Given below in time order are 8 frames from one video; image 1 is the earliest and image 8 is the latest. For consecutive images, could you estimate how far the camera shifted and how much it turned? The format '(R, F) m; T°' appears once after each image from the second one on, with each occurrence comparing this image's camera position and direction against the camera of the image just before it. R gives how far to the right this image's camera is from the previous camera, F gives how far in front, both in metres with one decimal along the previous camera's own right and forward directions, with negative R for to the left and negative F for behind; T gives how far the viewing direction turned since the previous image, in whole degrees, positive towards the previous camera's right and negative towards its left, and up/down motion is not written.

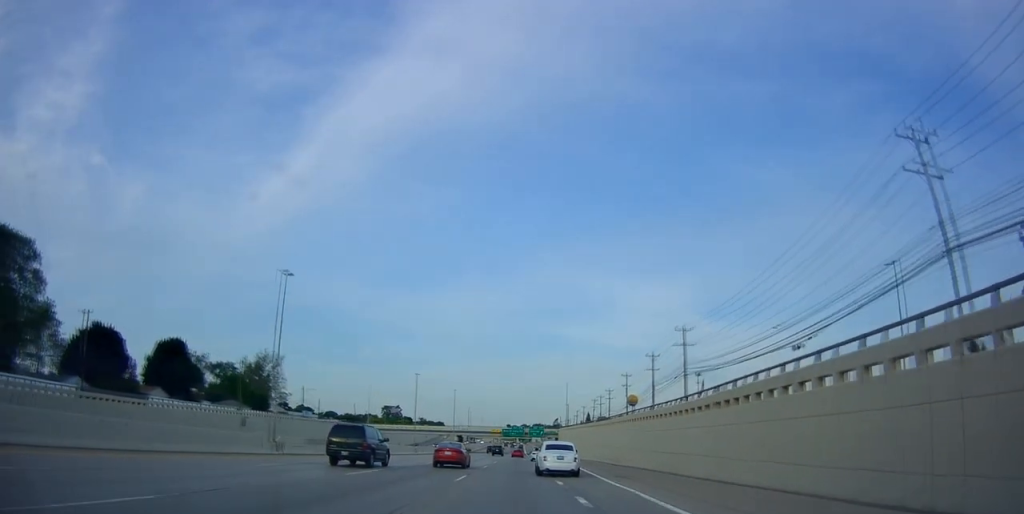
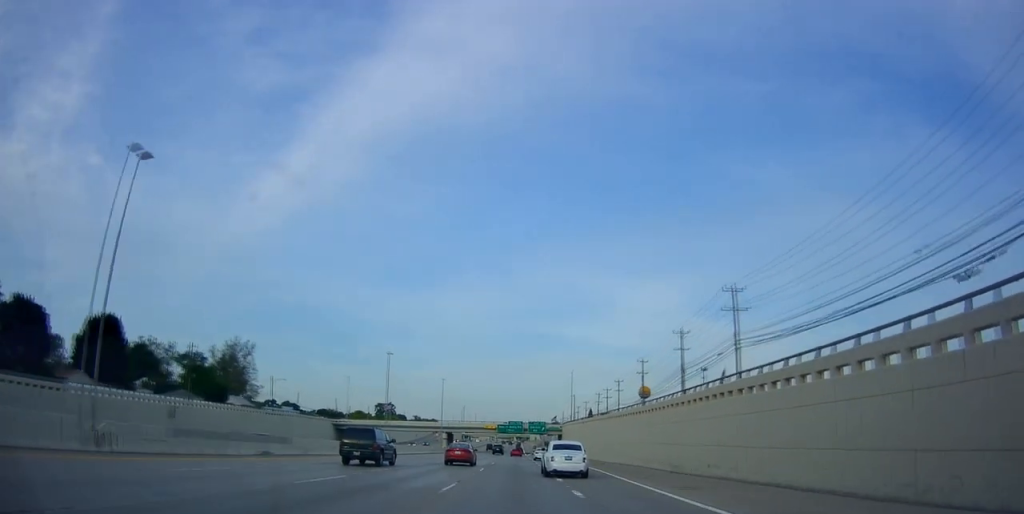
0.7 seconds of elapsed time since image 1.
(+0.2, +19.8) m; 0°
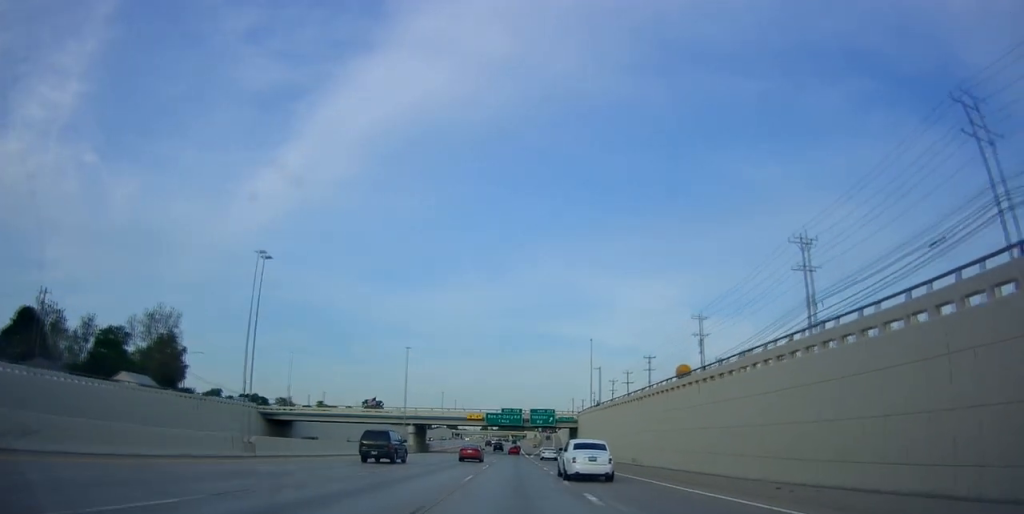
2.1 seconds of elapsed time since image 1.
(-0.2, +39.4) m; 0°
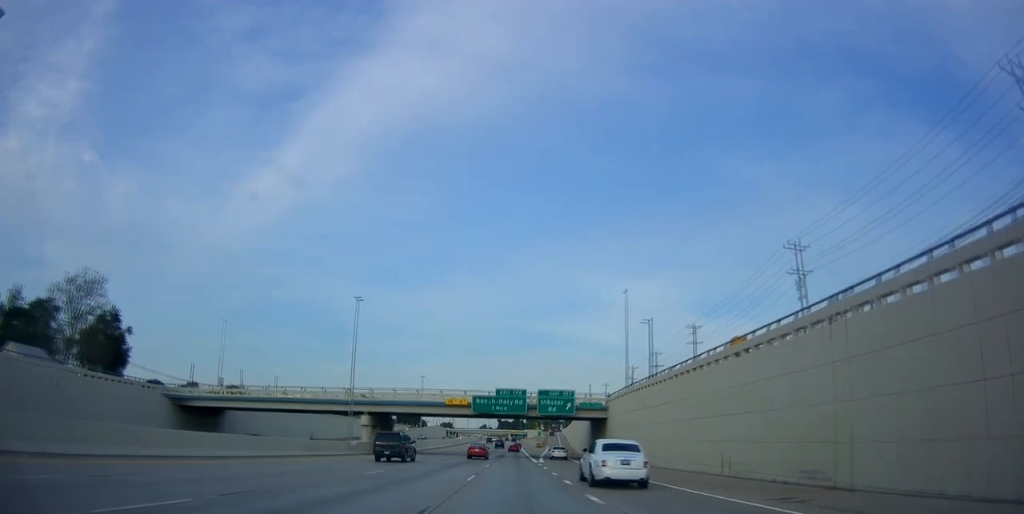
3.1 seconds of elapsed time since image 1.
(+0.5, +29.7) m; +1°
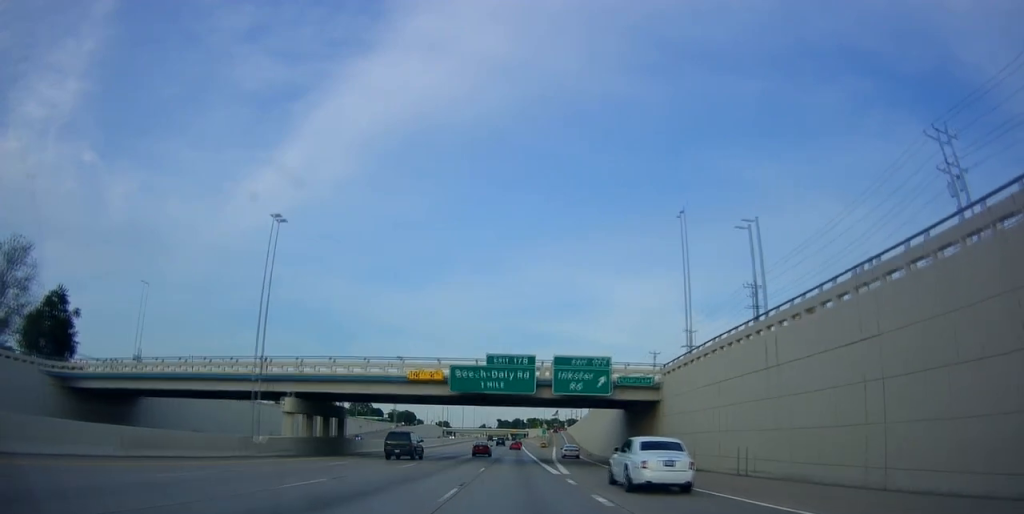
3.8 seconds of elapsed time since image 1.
(0.0, +23.1) m; 0°
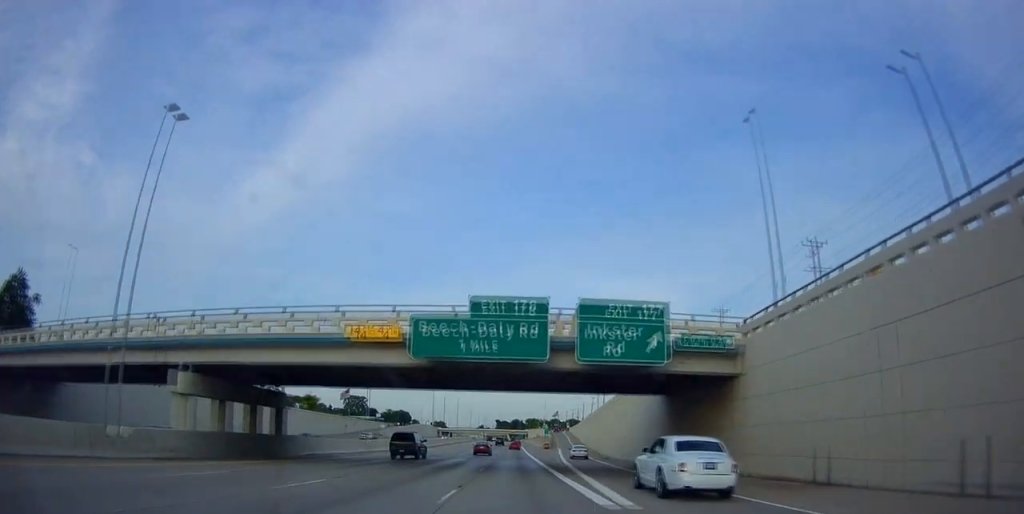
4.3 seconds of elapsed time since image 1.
(0.0, +15.2) m; 0°
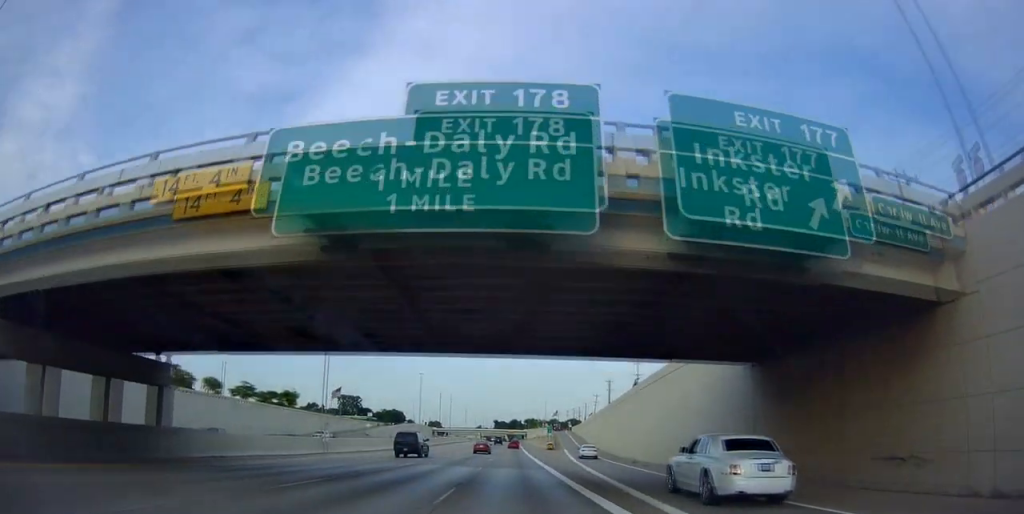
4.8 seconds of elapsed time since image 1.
(0.0, +15.3) m; 0°
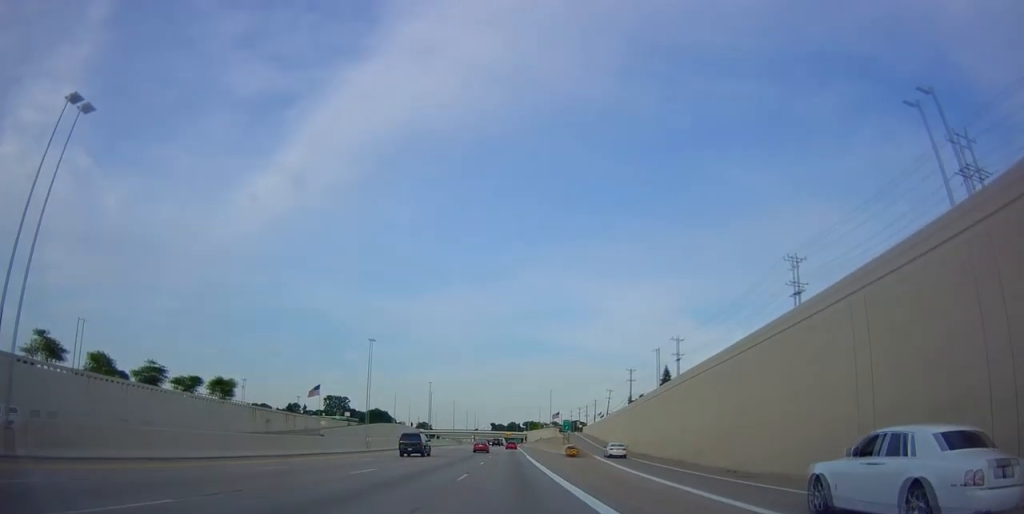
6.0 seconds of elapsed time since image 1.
(0.0, +37.4) m; 0°
